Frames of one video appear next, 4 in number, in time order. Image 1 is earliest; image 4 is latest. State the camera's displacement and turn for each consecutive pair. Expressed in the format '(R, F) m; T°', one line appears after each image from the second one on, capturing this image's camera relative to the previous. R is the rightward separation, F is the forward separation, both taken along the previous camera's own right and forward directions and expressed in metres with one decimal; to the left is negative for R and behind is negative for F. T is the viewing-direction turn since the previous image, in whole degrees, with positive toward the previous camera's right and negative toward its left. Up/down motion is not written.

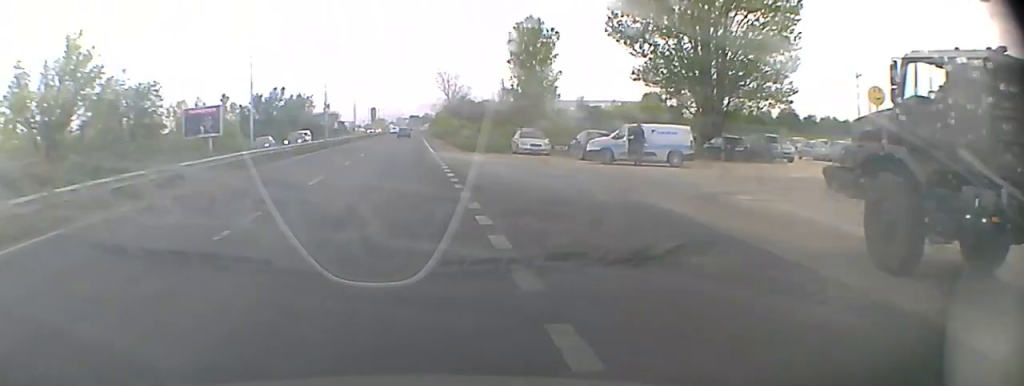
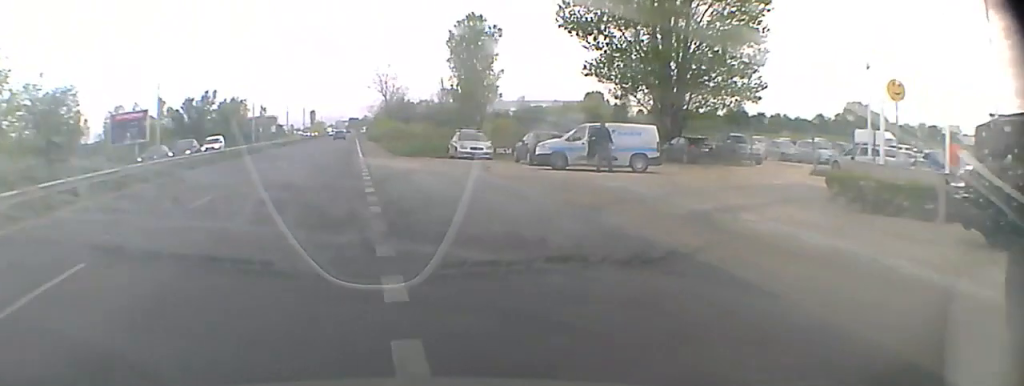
(+0.1, +4.7) m; +3°
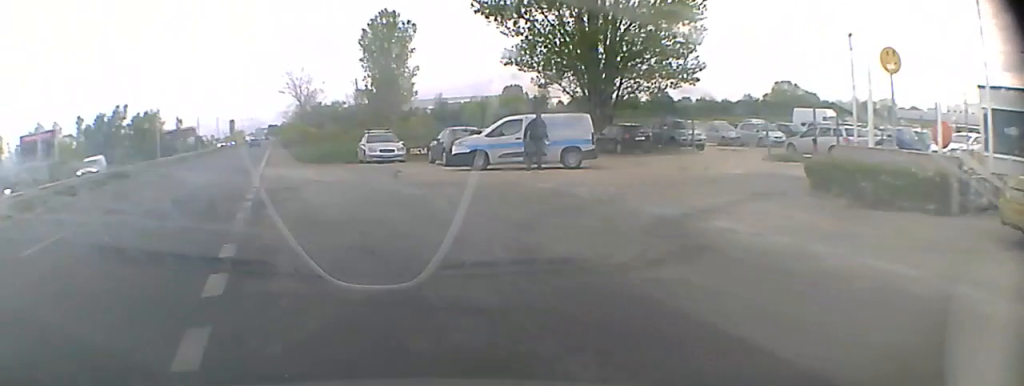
(+0.1, +4.2) m; +5°
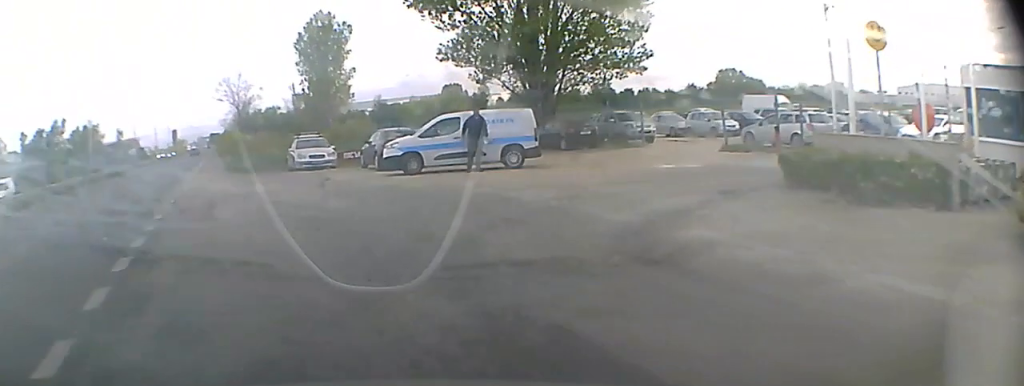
(+0.1, +2.4) m; +4°
